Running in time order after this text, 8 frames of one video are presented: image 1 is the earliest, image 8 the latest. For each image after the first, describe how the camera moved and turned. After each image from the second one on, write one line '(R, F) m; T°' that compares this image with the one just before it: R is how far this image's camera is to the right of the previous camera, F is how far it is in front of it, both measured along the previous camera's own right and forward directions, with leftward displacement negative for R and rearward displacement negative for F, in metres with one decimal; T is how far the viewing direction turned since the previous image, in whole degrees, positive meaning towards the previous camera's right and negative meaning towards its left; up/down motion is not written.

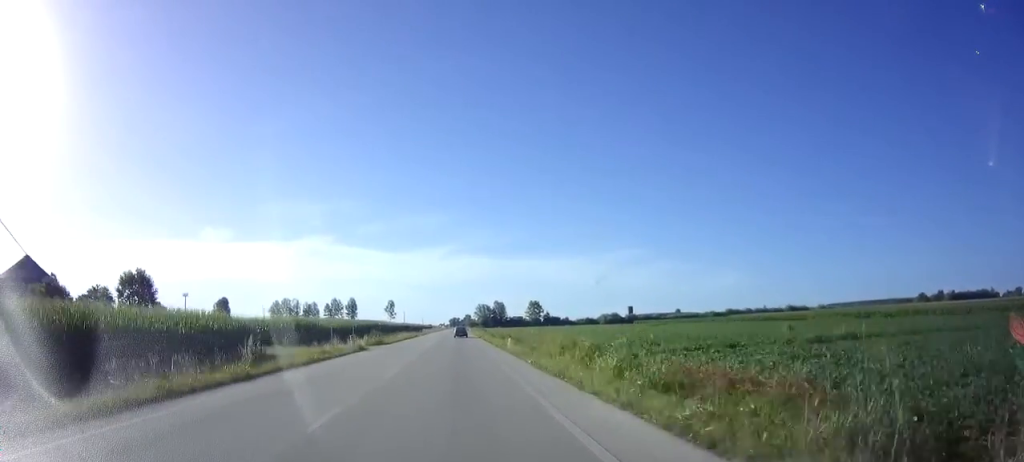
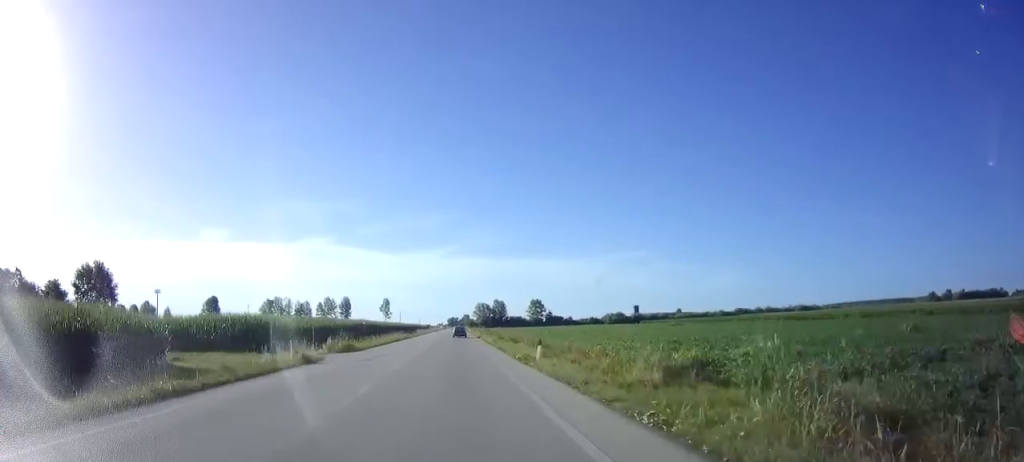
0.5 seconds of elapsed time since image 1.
(0.0, +13.1) m; 0°
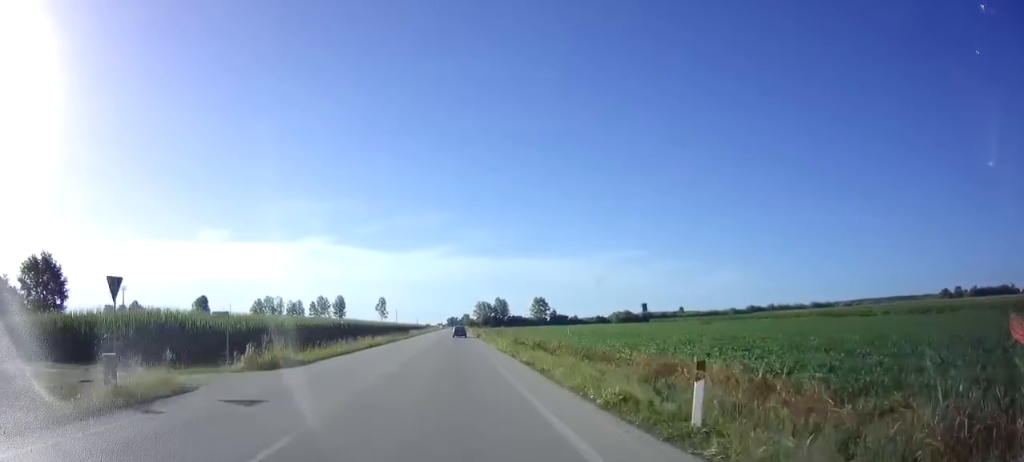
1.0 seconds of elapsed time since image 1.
(0.0, +13.7) m; 0°
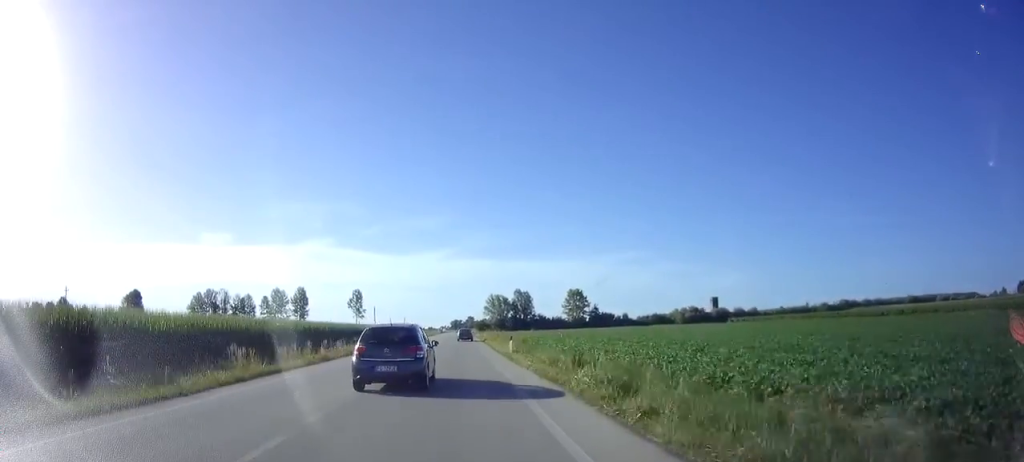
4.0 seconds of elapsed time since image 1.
(-0.1, +77.4) m; 0°
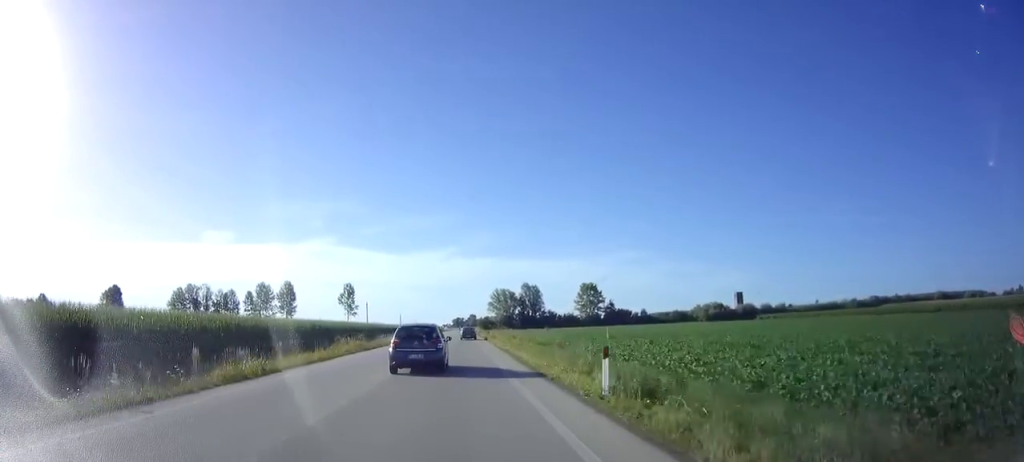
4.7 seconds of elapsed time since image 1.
(0.0, +18.2) m; 0°
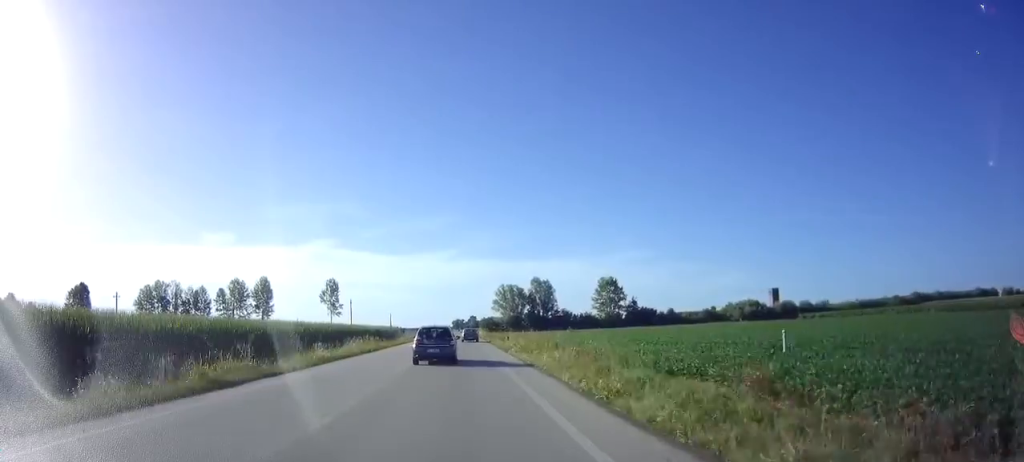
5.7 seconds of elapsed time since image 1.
(0.0, +24.4) m; 0°
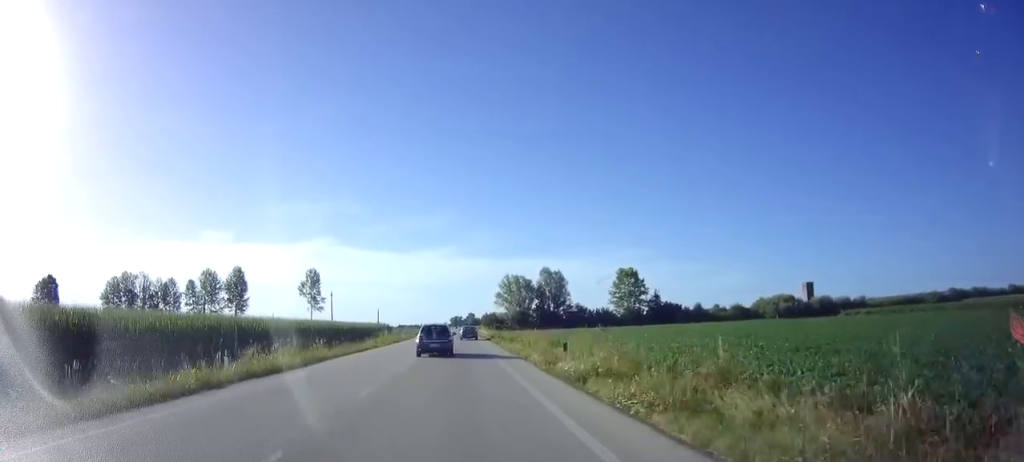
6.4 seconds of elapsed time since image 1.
(-0.1, +19.4) m; 0°
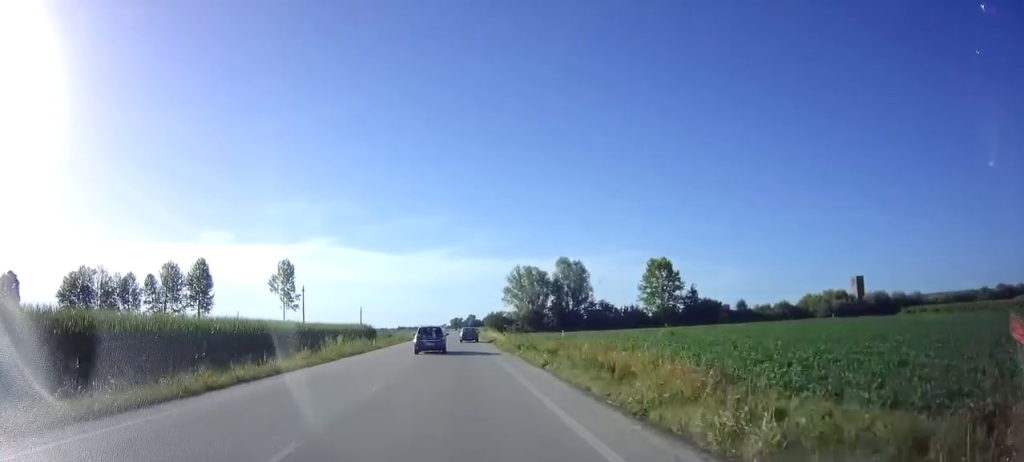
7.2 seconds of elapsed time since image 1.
(+0.1, +22.3) m; 0°
